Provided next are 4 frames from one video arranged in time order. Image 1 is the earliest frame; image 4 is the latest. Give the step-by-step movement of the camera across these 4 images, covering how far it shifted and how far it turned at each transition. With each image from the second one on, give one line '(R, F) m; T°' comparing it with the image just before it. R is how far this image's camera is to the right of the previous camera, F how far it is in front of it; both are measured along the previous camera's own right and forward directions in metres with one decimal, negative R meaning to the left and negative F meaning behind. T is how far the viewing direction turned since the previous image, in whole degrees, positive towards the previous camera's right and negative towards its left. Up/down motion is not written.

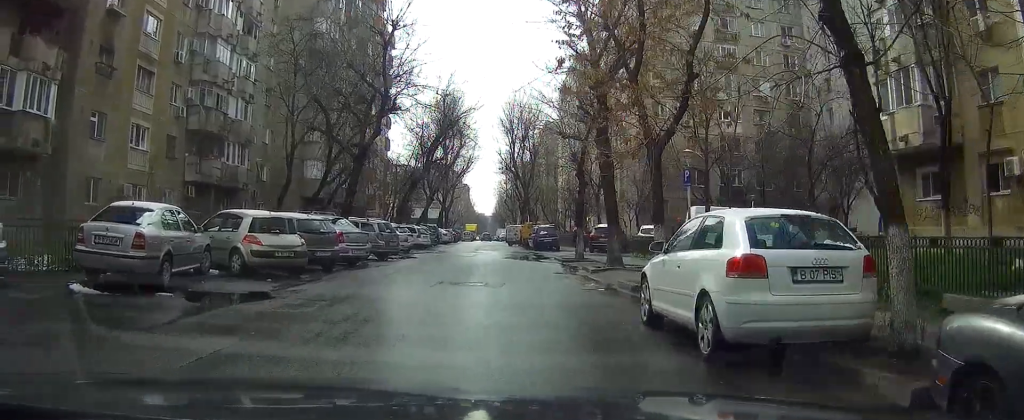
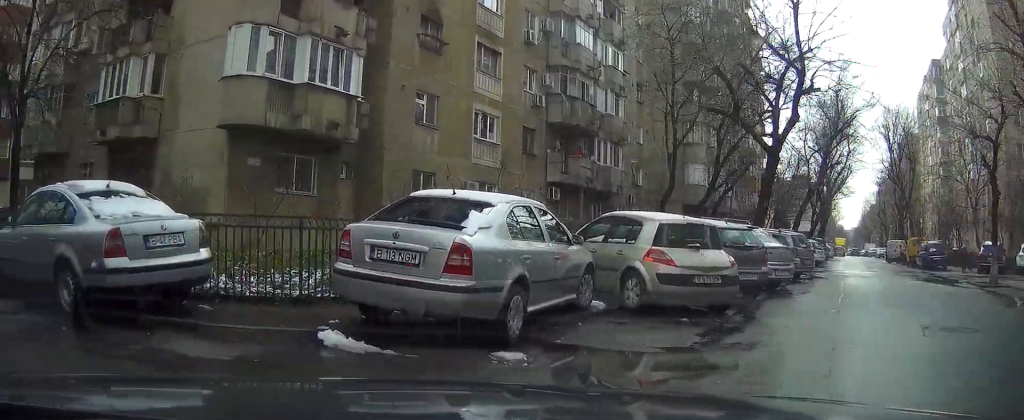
(-1.5, +6.0) m; -47°
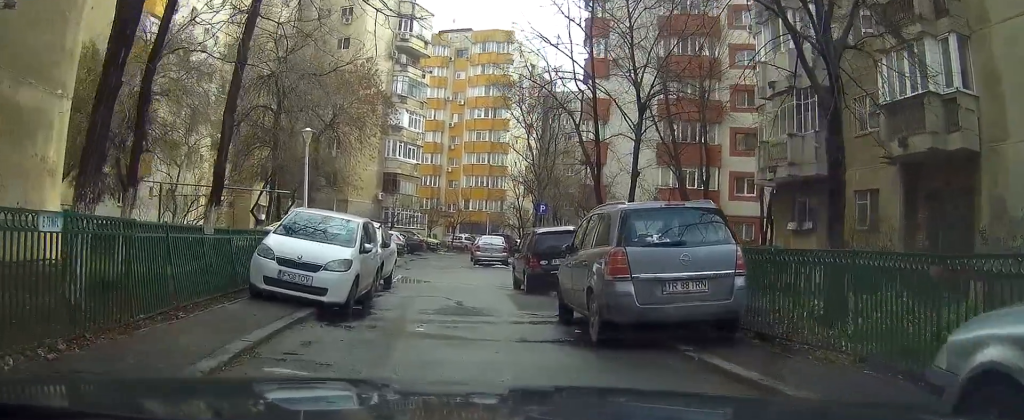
(-8.9, +8.4) m; -78°
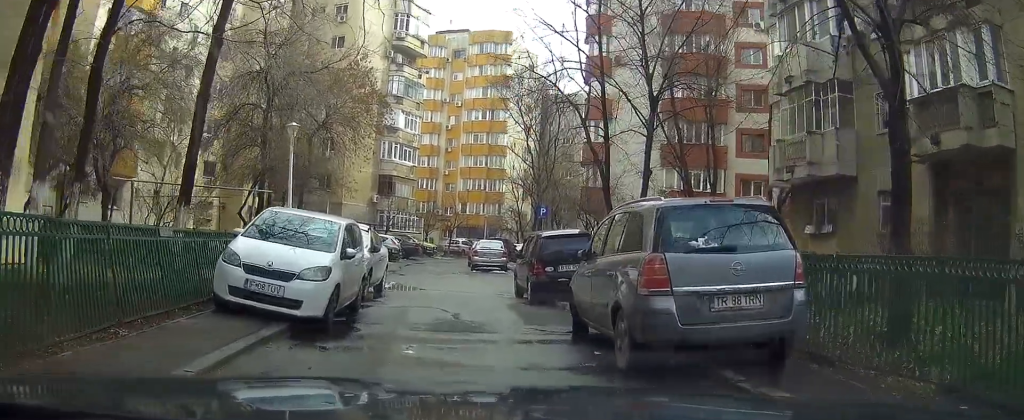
(-0.3, +1.6) m; -2°
